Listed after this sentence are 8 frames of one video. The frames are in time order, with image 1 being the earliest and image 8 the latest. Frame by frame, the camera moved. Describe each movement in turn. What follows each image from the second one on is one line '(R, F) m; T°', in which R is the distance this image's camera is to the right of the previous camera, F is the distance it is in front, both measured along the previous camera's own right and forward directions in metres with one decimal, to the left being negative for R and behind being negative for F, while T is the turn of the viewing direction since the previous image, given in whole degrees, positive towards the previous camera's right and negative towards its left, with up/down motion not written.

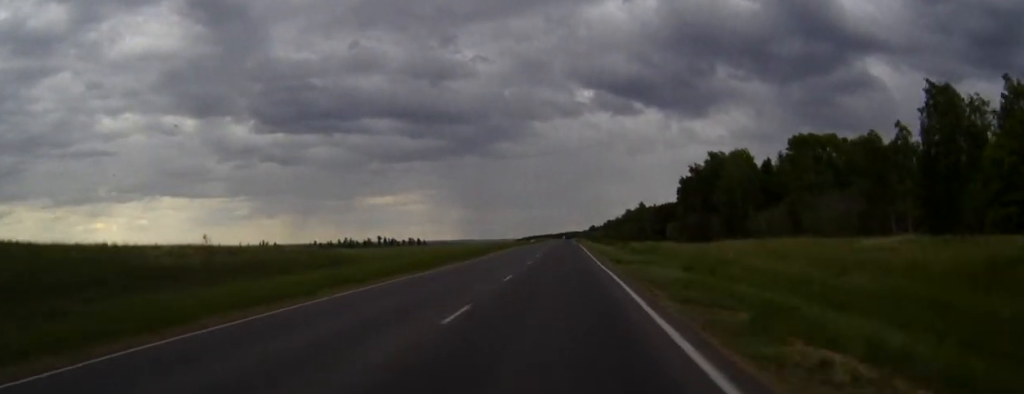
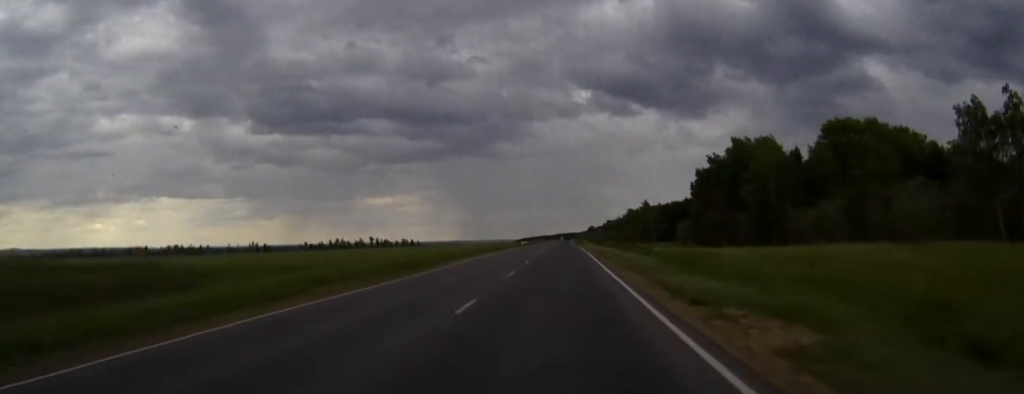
(0.0, +22.6) m; 0°
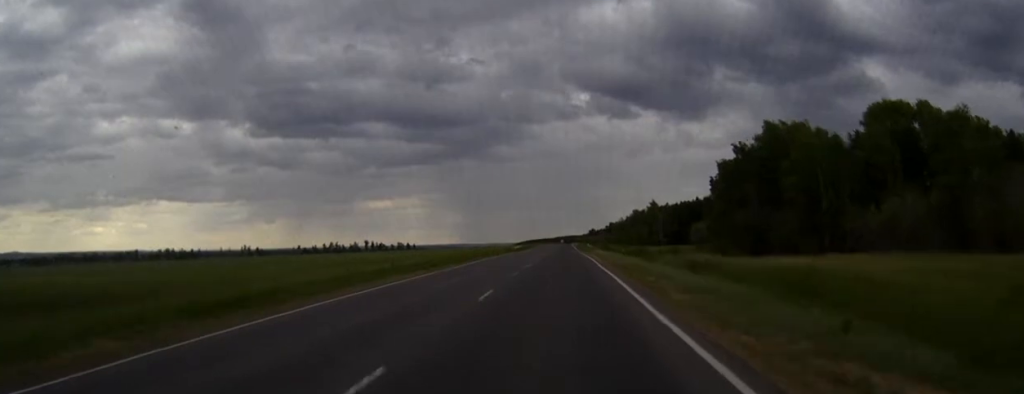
(0.0, +20.9) m; 0°
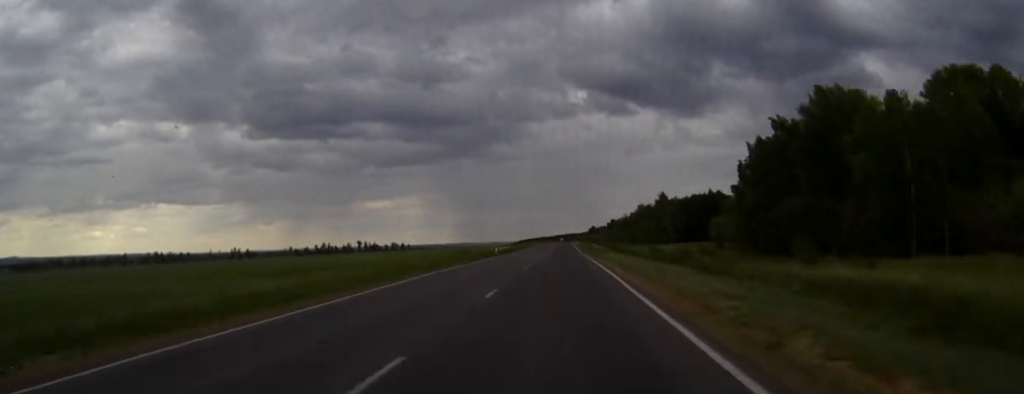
(0.0, +23.2) m; 0°
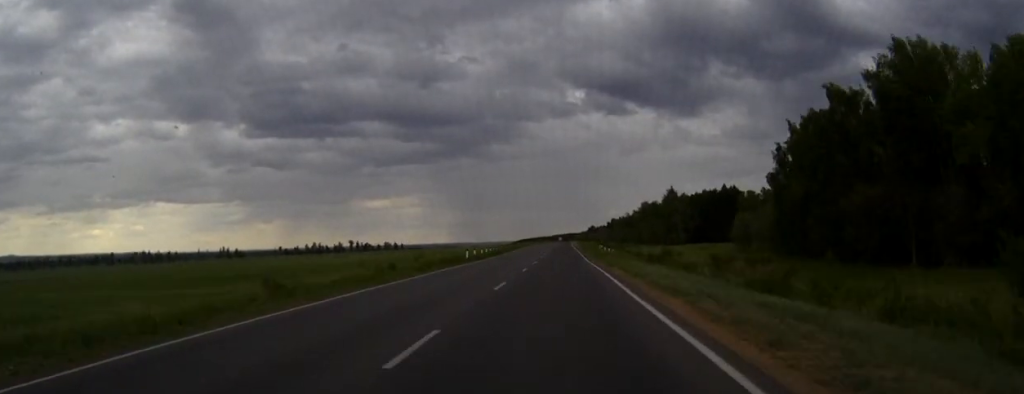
(0.0, +21.6) m; 0°
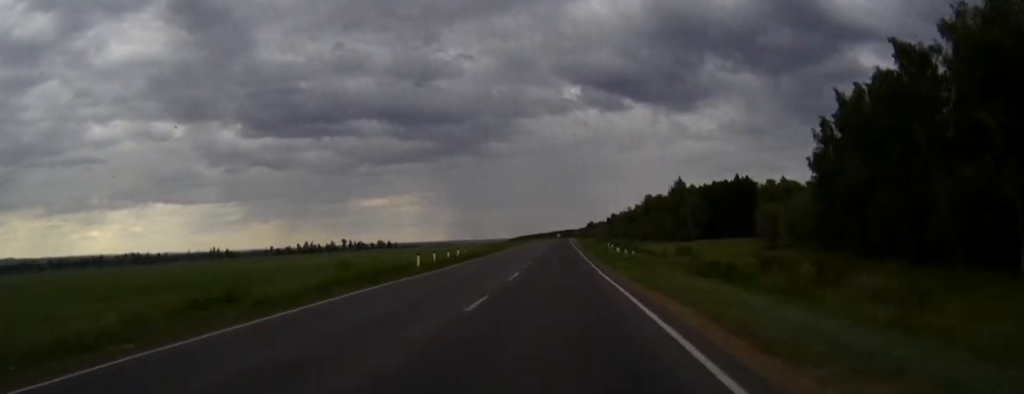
(0.0, +17.6) m; 0°
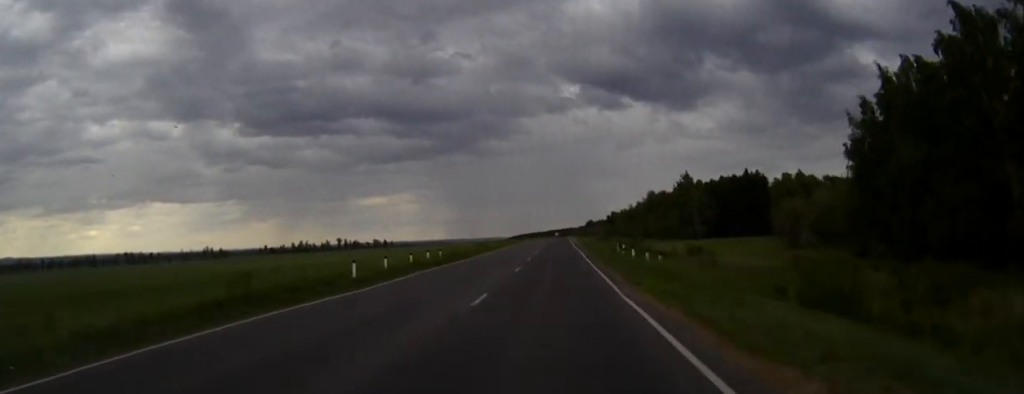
(0.0, +11.2) m; 0°
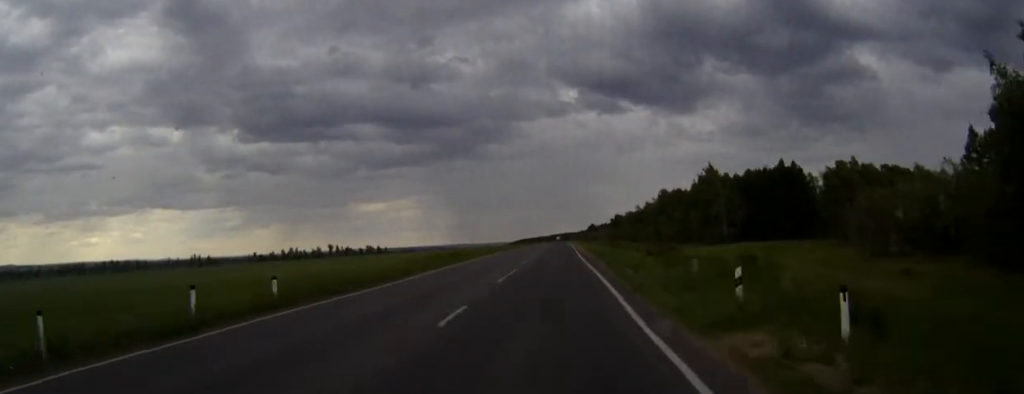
(0.0, +27.3) m; 0°
